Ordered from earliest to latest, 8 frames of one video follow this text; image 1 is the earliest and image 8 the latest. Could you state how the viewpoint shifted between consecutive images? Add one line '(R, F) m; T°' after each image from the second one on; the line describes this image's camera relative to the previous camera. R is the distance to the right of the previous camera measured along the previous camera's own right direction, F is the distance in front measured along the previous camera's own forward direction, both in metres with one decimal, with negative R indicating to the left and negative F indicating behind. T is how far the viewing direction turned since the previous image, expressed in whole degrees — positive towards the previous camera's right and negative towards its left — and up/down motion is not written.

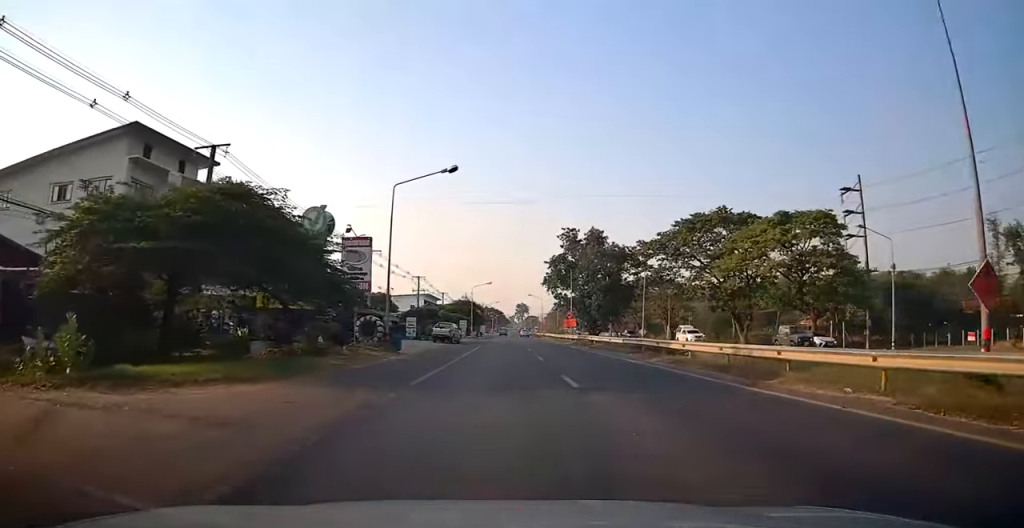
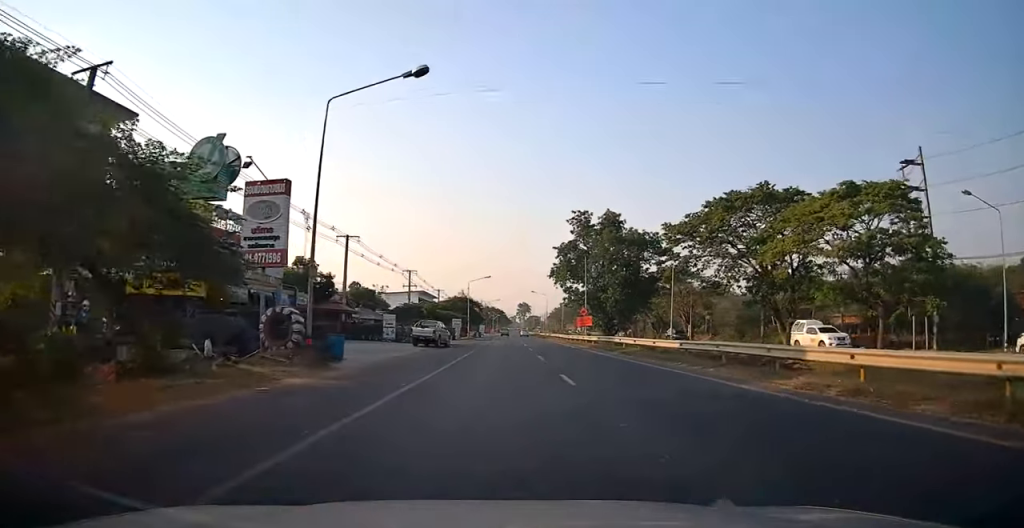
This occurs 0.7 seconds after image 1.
(-0.1, +11.2) m; -1°
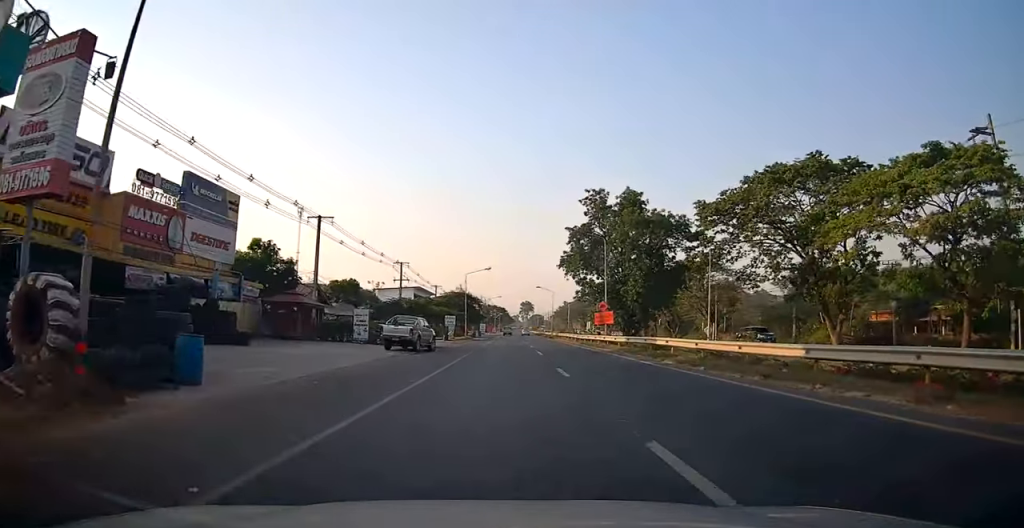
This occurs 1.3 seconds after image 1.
(-0.3, +9.9) m; -2°
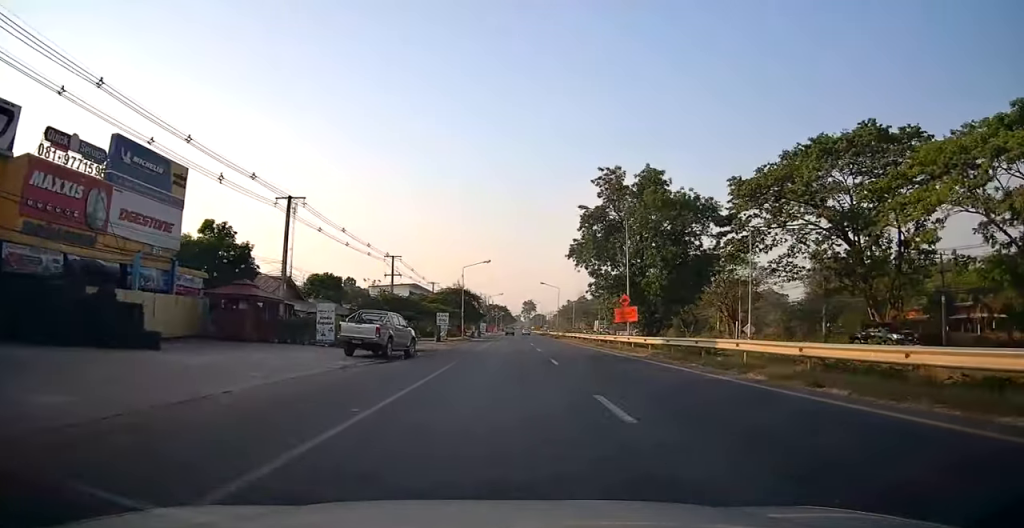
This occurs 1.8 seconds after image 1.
(0.0, +7.7) m; 0°
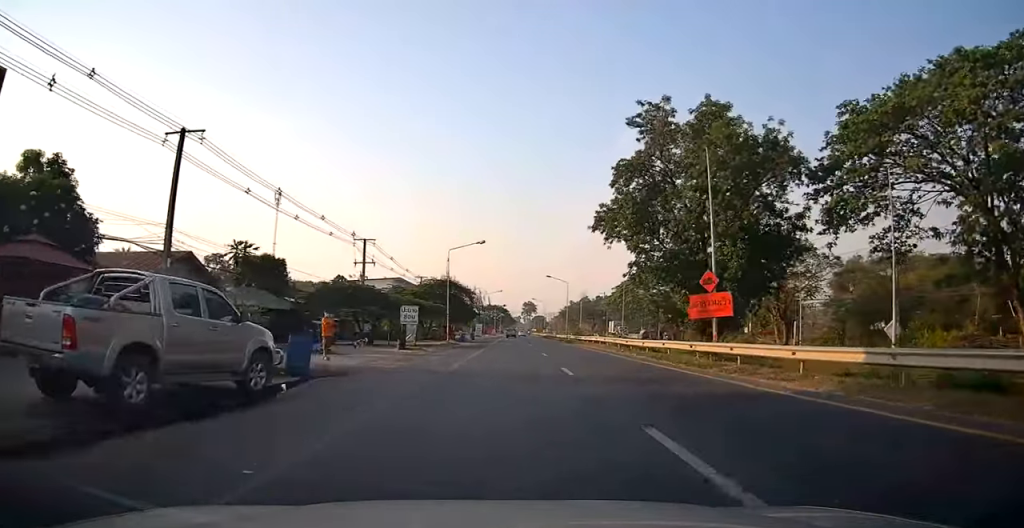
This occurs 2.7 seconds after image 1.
(0.0, +15.7) m; 0°
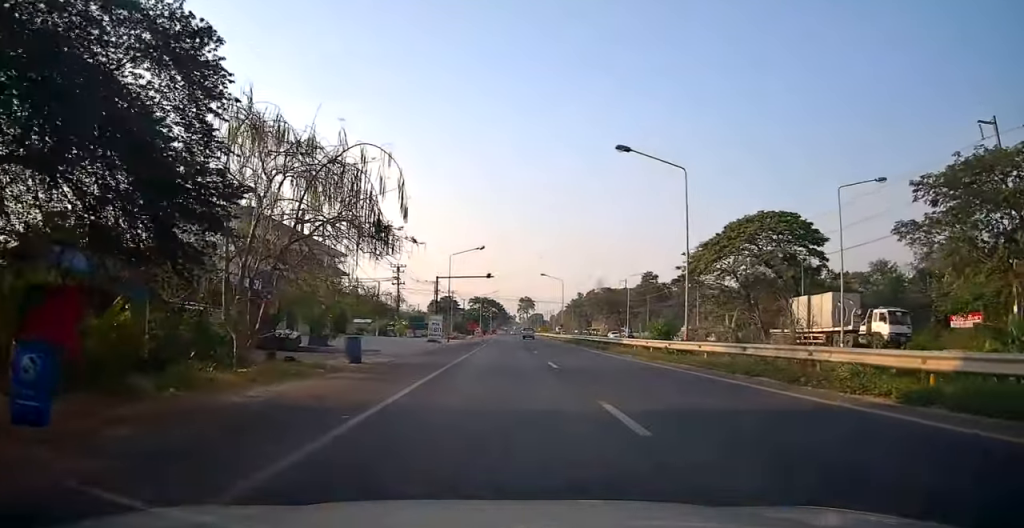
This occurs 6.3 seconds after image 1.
(0.0, +57.9) m; 0°
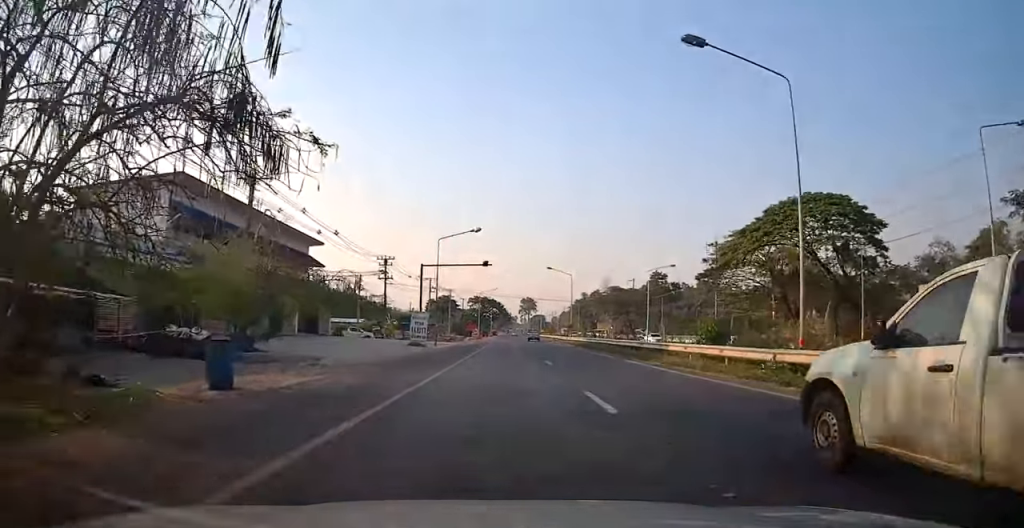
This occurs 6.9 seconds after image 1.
(0.0, +10.2) m; 0°
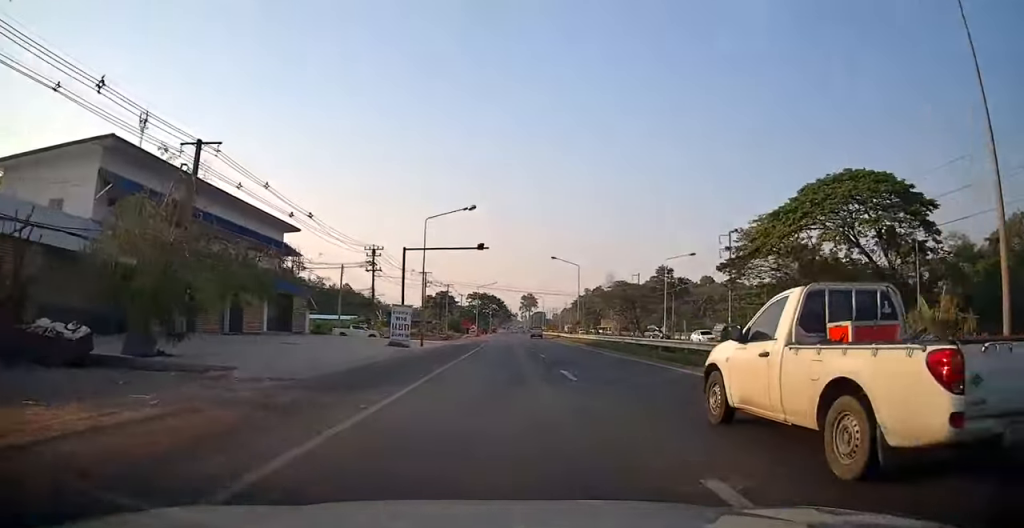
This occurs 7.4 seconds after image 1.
(0.0, +7.2) m; 0°
